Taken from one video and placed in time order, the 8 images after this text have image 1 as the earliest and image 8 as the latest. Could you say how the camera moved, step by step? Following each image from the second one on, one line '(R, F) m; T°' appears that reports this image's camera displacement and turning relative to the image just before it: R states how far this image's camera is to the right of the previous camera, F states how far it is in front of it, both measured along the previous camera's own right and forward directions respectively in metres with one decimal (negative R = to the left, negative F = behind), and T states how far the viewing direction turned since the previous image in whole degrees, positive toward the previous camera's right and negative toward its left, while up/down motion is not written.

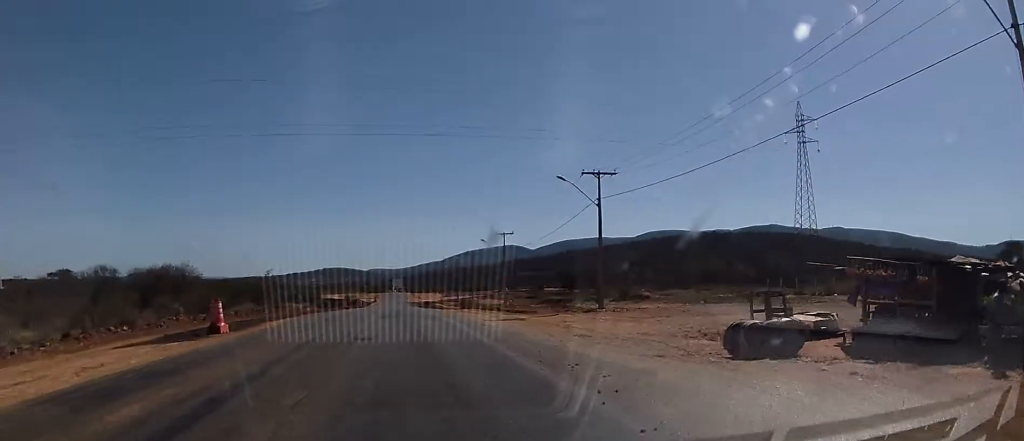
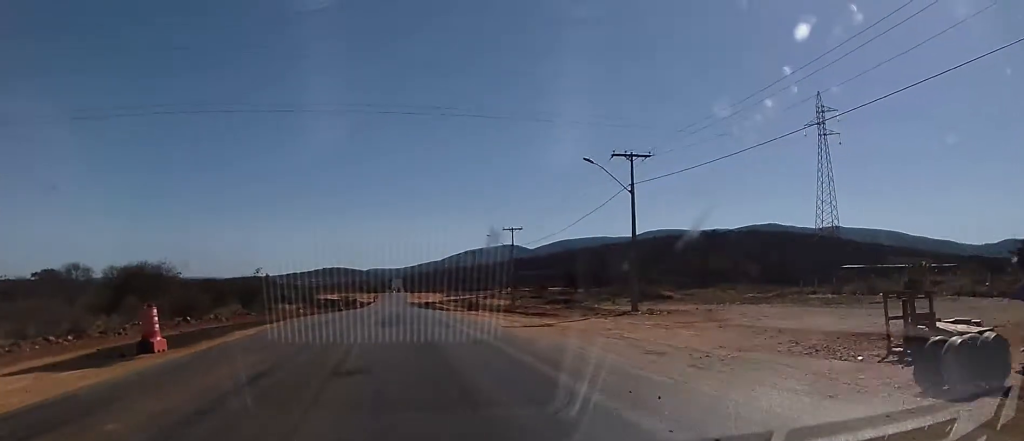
(+0.5, +6.2) m; +2°
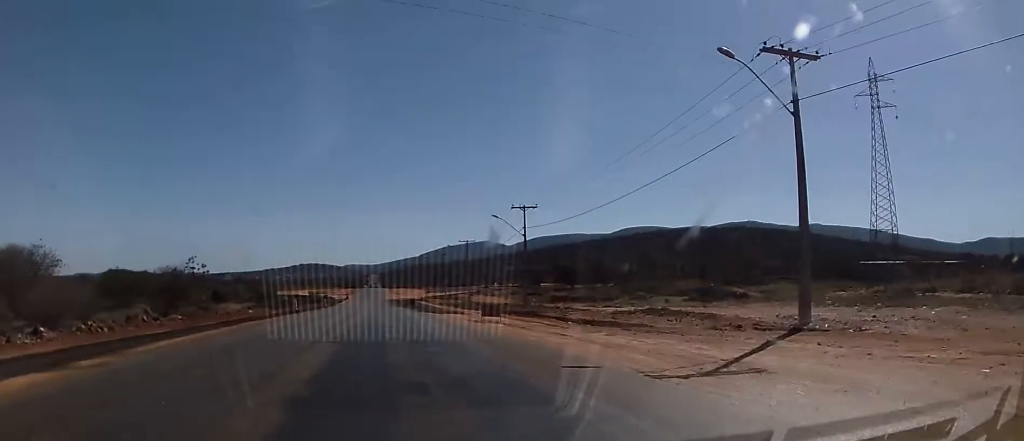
(-0.3, +18.2) m; -1°
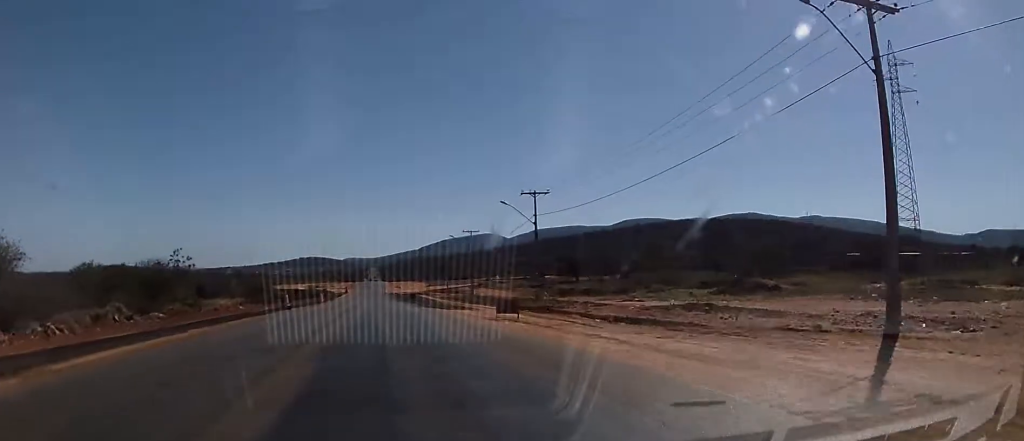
(-0.1, +4.7) m; 0°
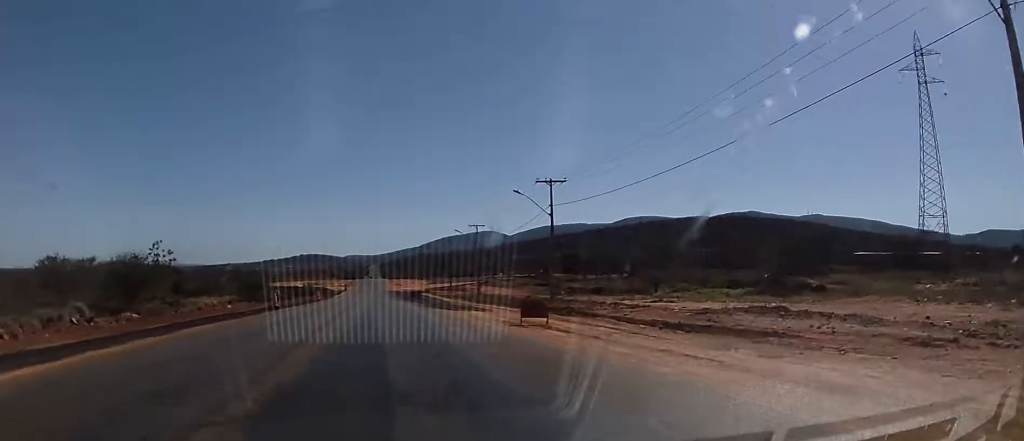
(-0.1, +5.5) m; -1°
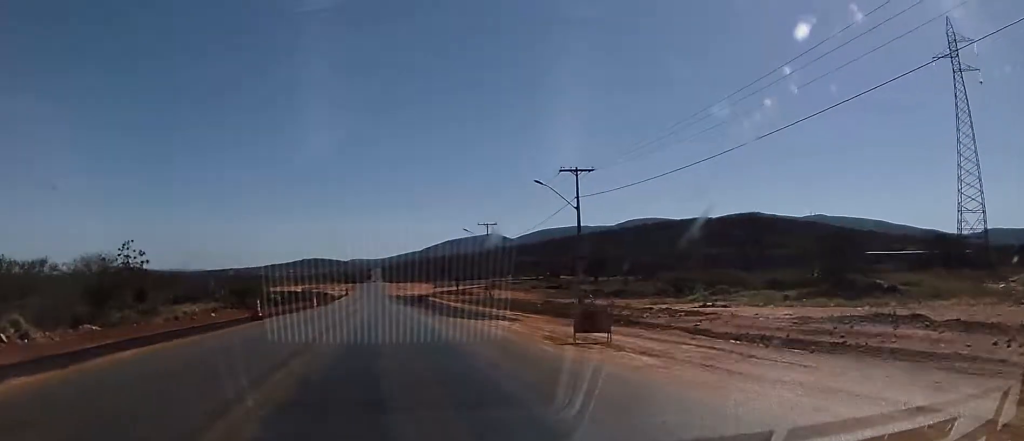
(0.0, +7.0) m; 0°
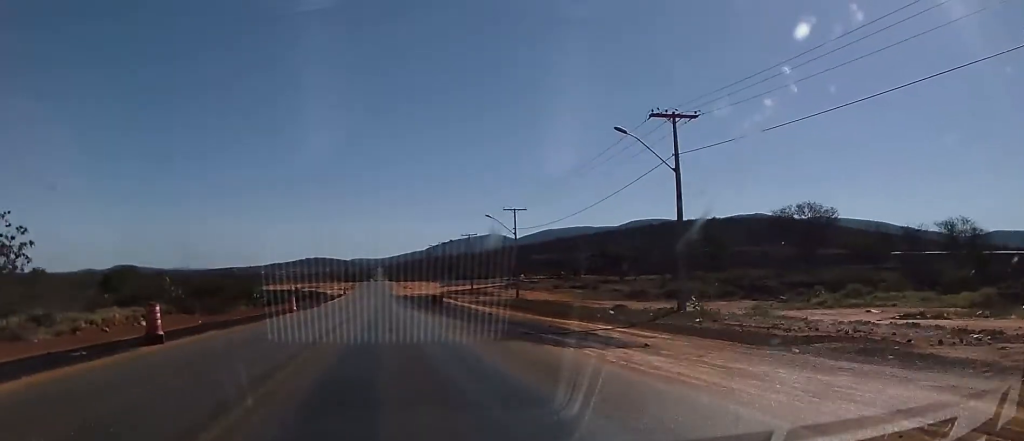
(+0.1, +16.2) m; +2°
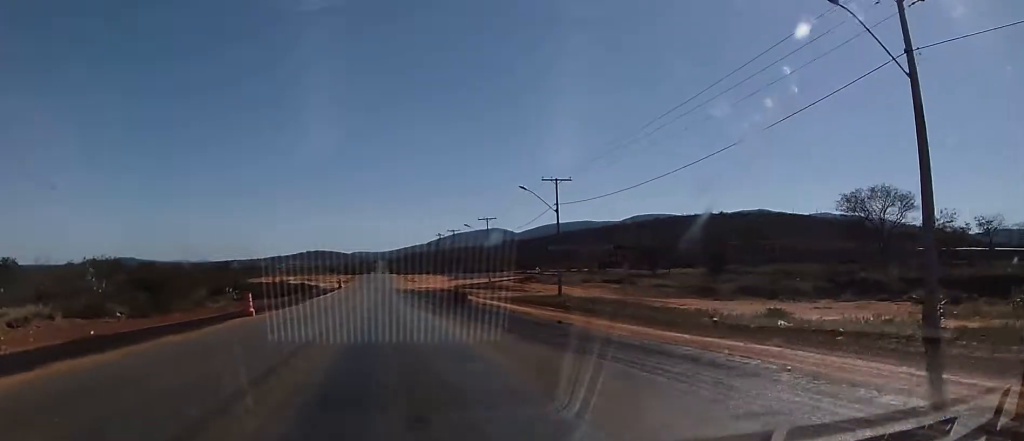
(+0.3, +16.0) m; 0°
